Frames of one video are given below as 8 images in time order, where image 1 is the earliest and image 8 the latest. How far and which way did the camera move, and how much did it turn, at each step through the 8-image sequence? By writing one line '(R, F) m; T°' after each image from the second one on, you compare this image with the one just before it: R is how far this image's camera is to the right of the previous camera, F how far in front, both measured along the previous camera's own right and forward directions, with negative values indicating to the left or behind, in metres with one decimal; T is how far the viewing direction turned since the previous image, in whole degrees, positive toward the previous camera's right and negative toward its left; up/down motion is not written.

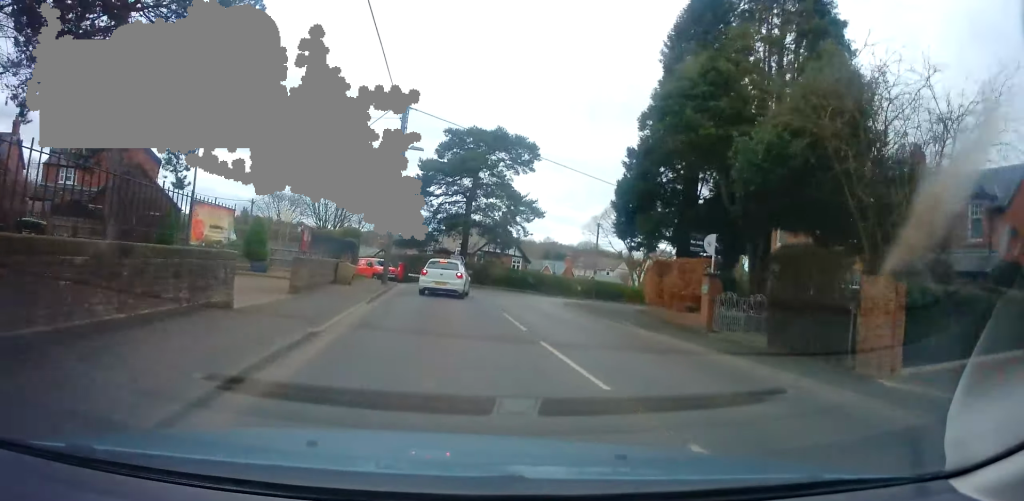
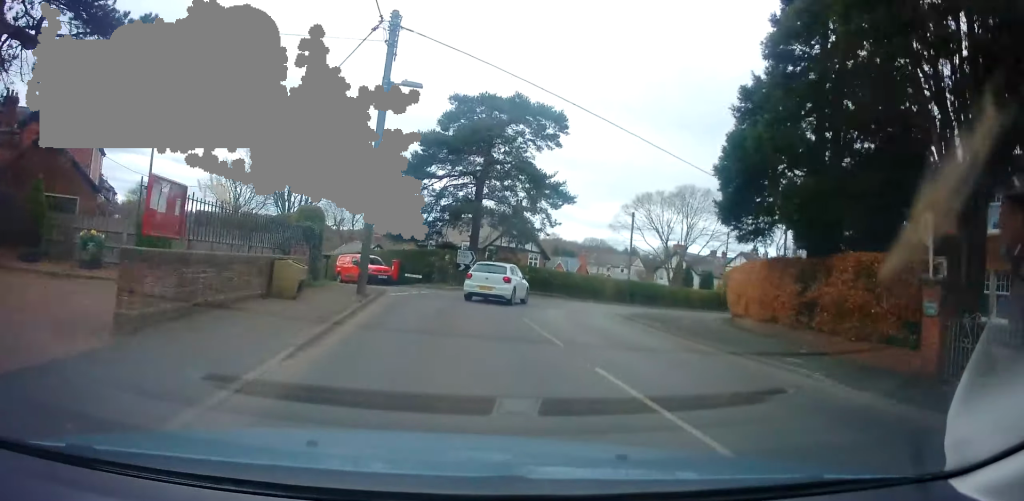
(+0.2, +8.6) m; +3°
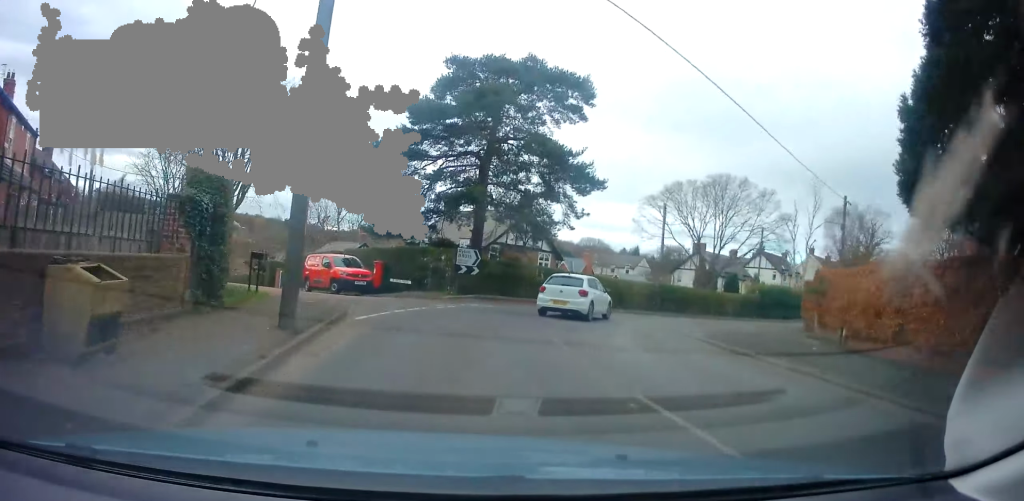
(+0.2, +7.3) m; +5°
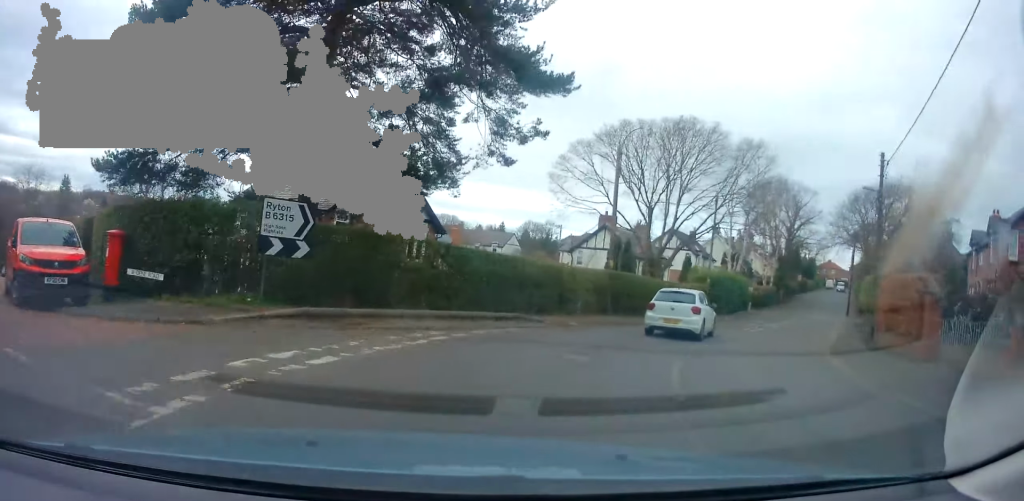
(+2.0, +13.5) m; +22°
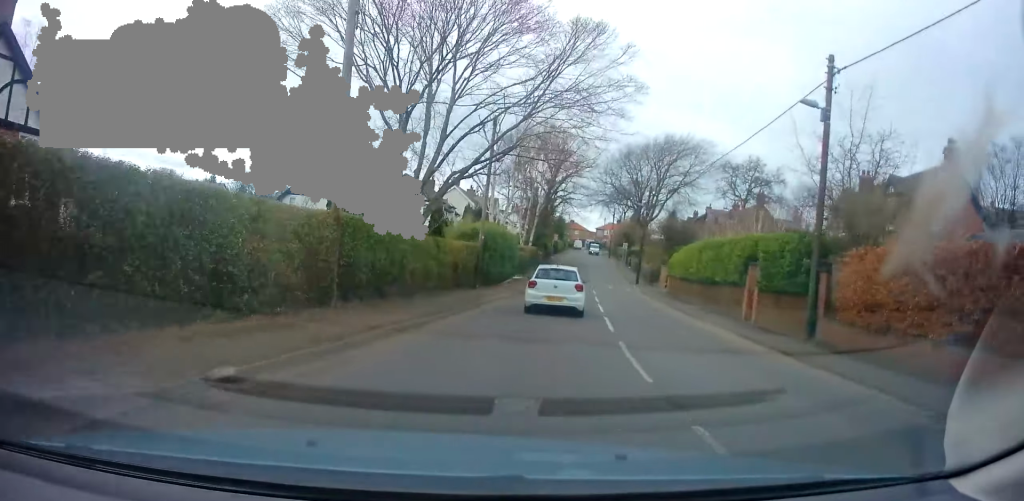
(+2.4, +11.4) m; +22°
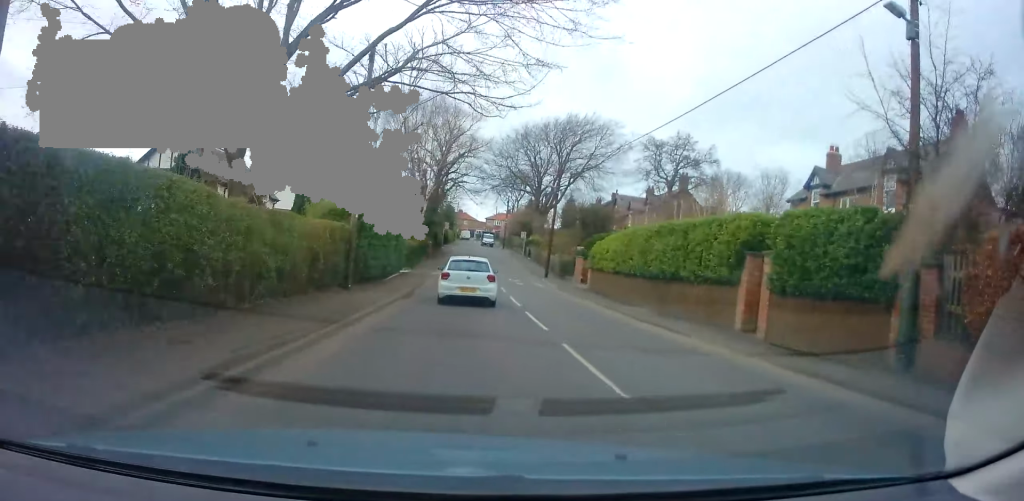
(+0.8, +7.2) m; +7°
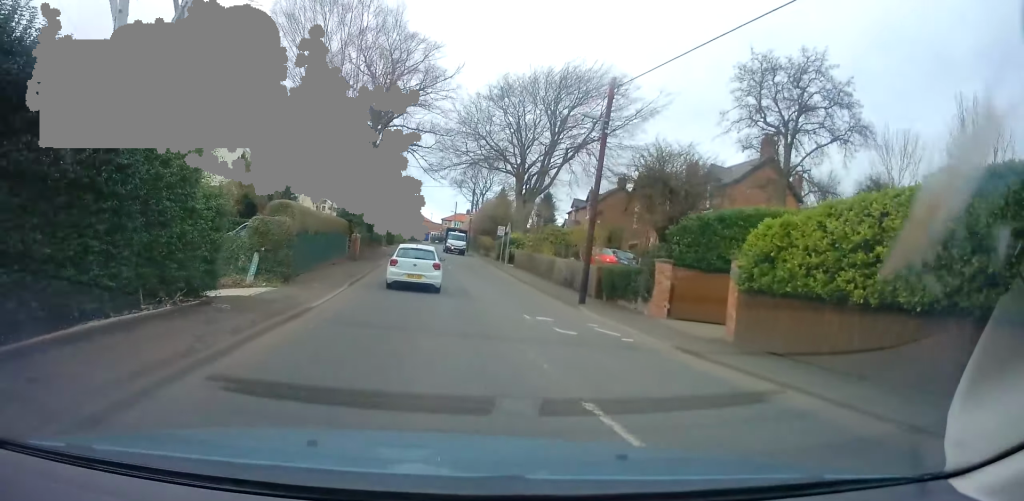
(+1.2, +22.2) m; +2°
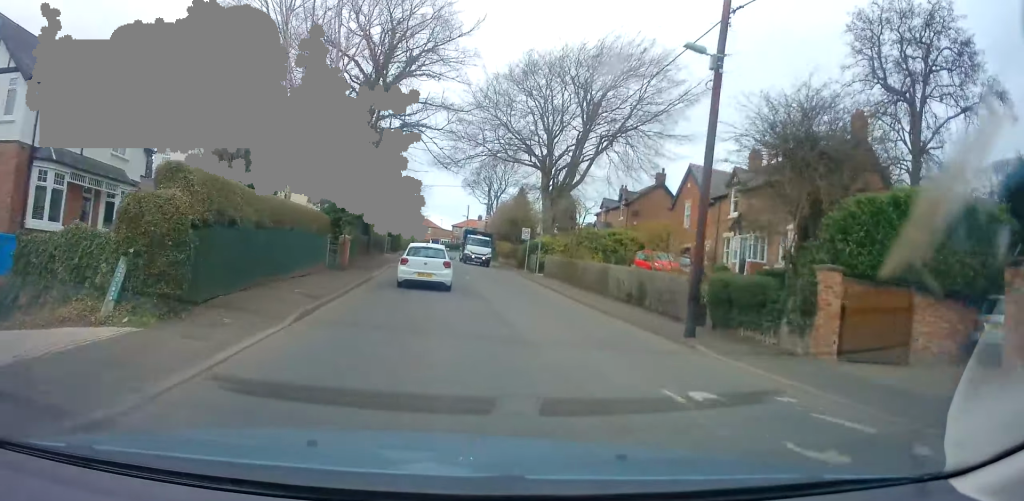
(-0.1, +7.9) m; -1°
